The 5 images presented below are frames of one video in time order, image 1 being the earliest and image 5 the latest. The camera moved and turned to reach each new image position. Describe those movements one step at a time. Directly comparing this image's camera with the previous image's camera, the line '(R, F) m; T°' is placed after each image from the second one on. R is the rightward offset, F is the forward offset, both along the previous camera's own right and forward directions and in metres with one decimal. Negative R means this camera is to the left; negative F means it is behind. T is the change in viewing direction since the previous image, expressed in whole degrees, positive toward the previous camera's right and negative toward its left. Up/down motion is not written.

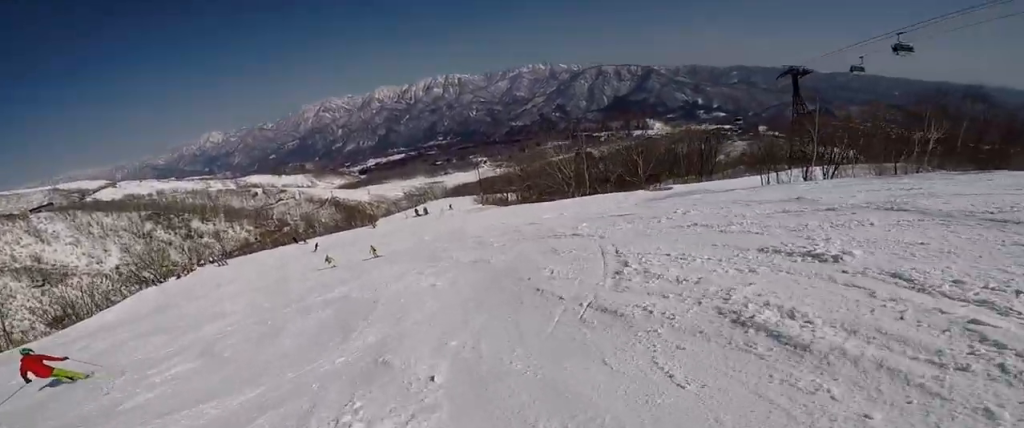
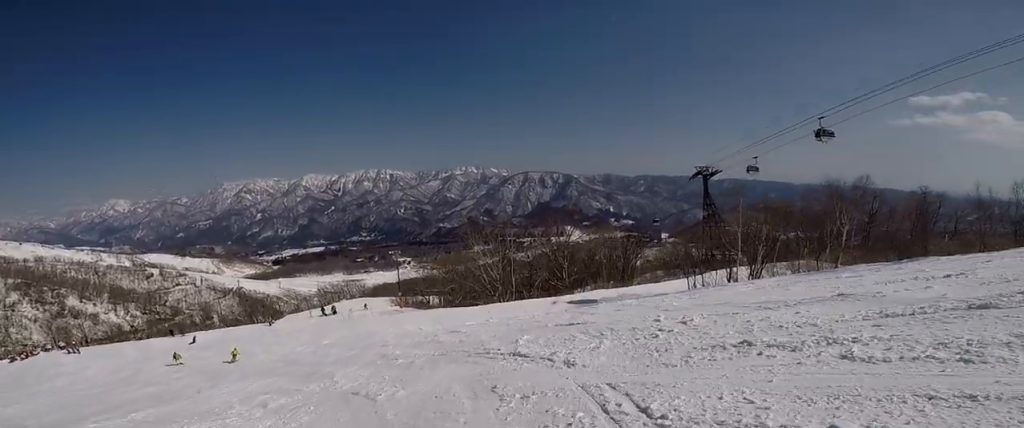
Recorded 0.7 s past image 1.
(+0.1, +4.5) m; +1°
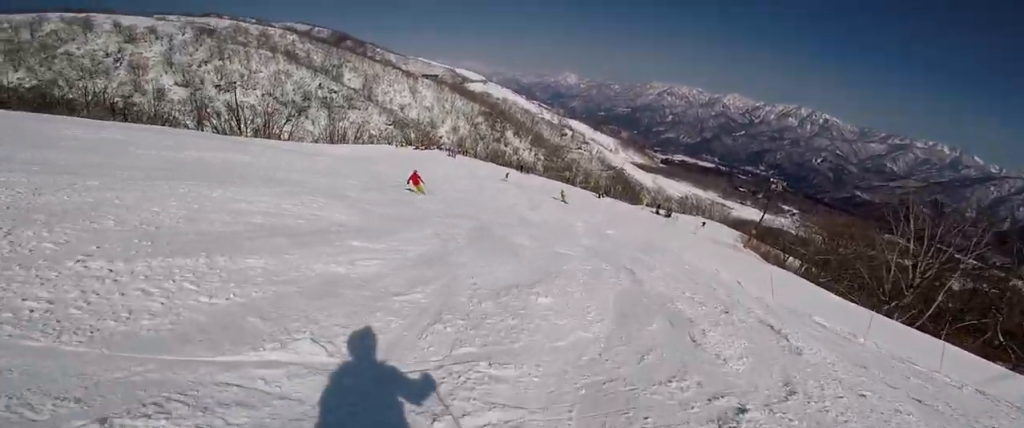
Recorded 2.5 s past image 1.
(-0.2, +12.1) m; -26°
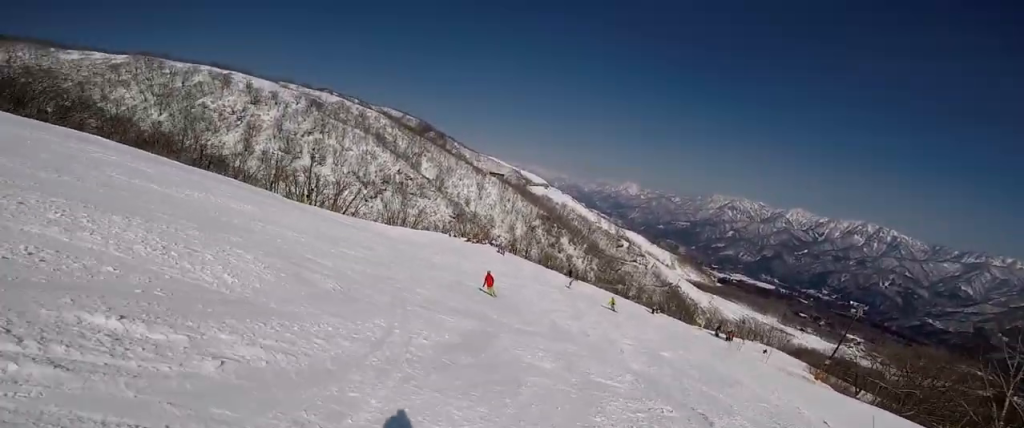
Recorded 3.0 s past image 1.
(-1.3, +3.5) m; -17°
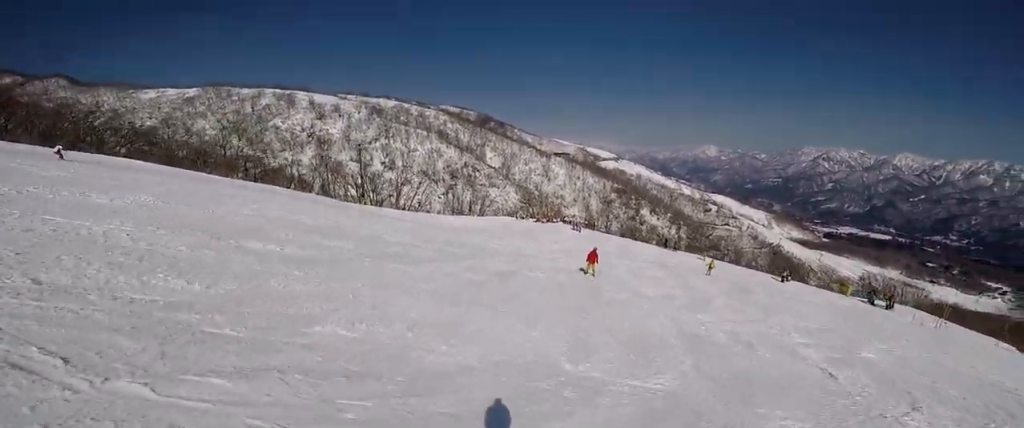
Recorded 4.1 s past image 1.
(-2.2, +7.4) m; -11°
